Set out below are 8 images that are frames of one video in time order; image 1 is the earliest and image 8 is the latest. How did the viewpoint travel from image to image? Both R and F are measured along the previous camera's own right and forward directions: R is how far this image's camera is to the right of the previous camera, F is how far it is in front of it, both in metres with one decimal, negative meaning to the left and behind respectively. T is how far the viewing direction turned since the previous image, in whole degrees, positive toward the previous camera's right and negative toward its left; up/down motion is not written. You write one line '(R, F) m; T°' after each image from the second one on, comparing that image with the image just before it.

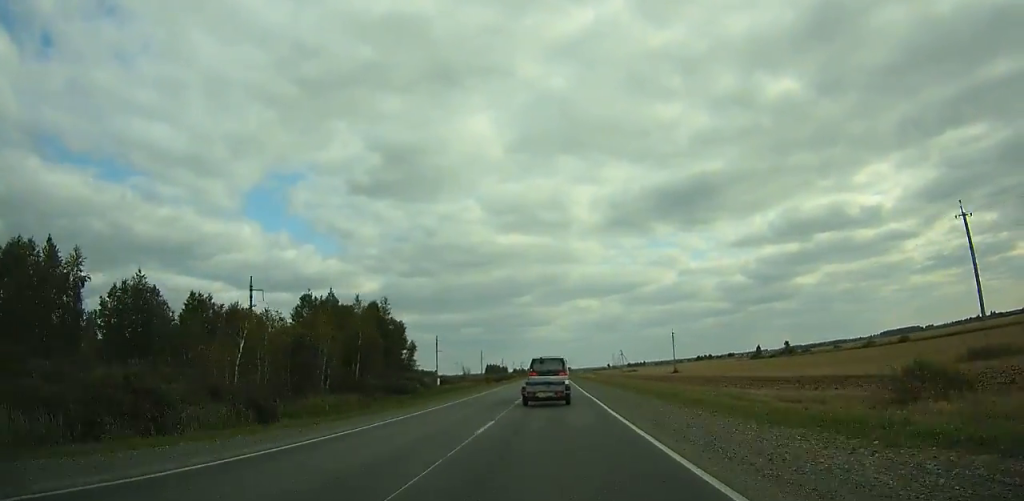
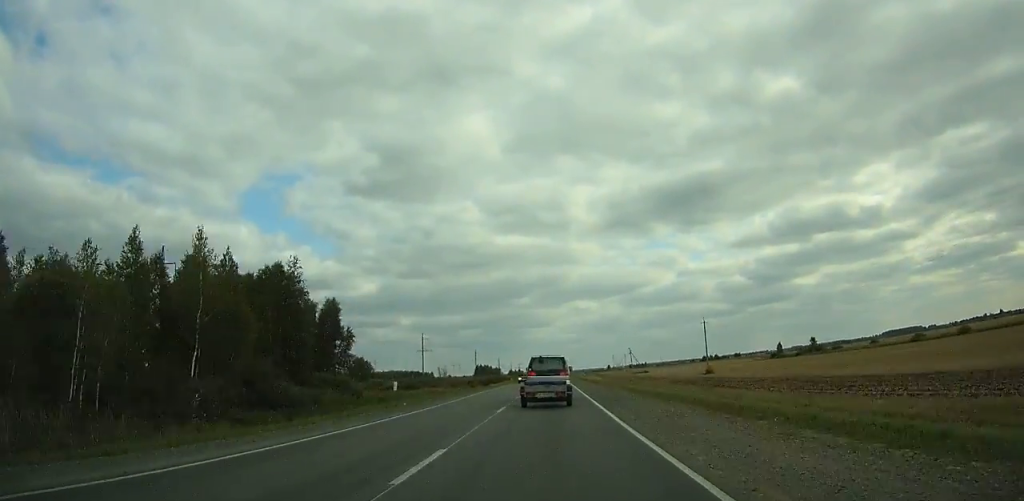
(+0.1, +29.8) m; 0°
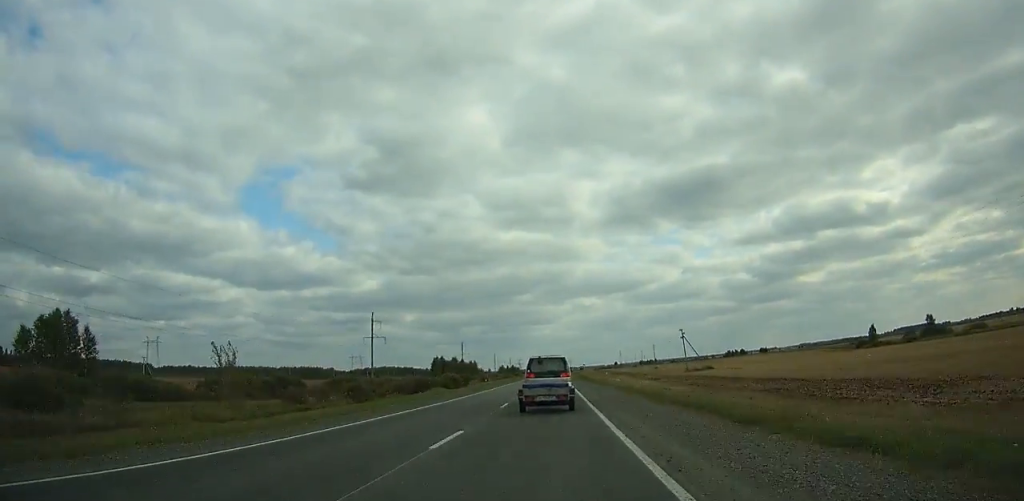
(+0.2, +81.7) m; 0°
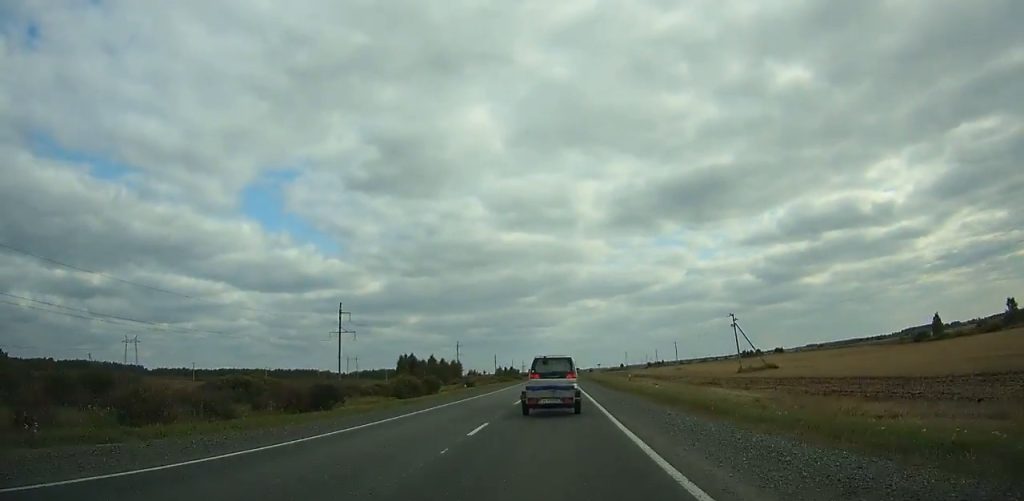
(+0.1, +33.5) m; 0°
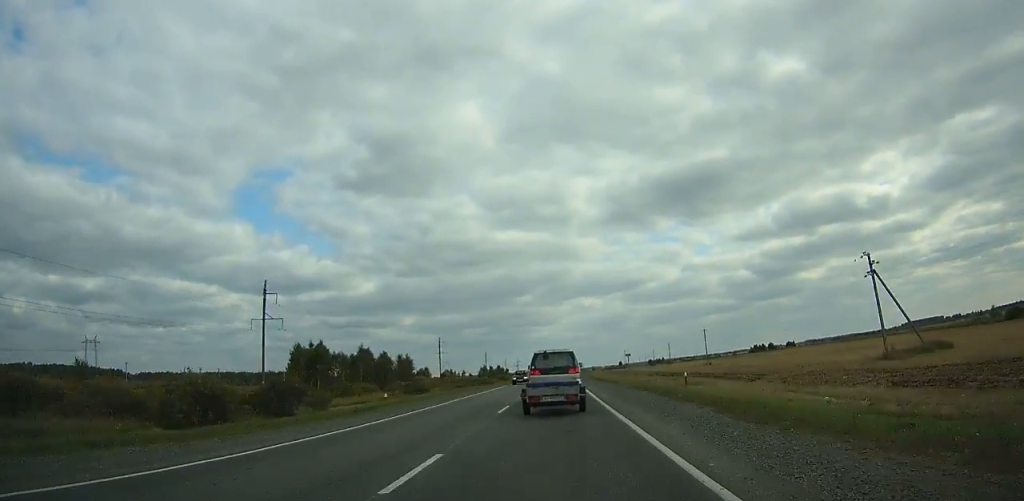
(-0.3, +41.7) m; 0°
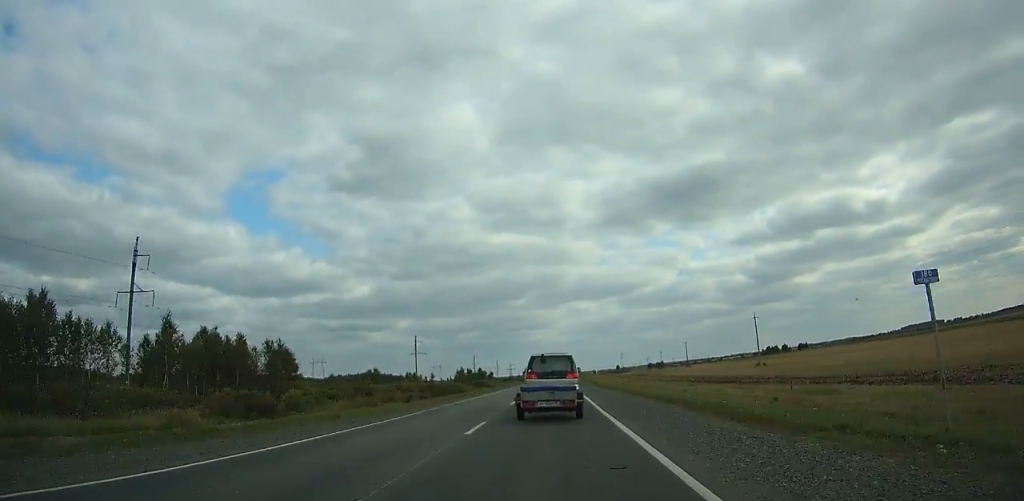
(0.0, +41.1) m; 0°
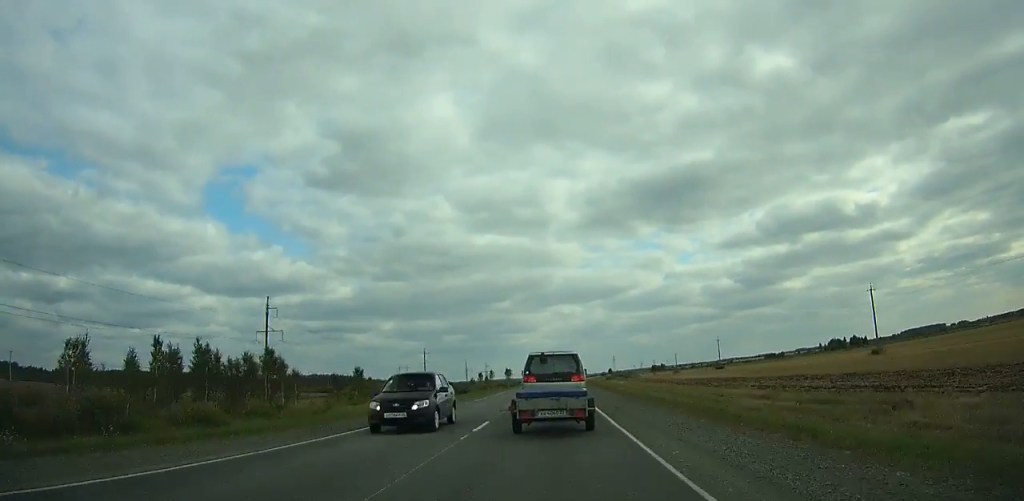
(+1.6, +131.6) m; +1°
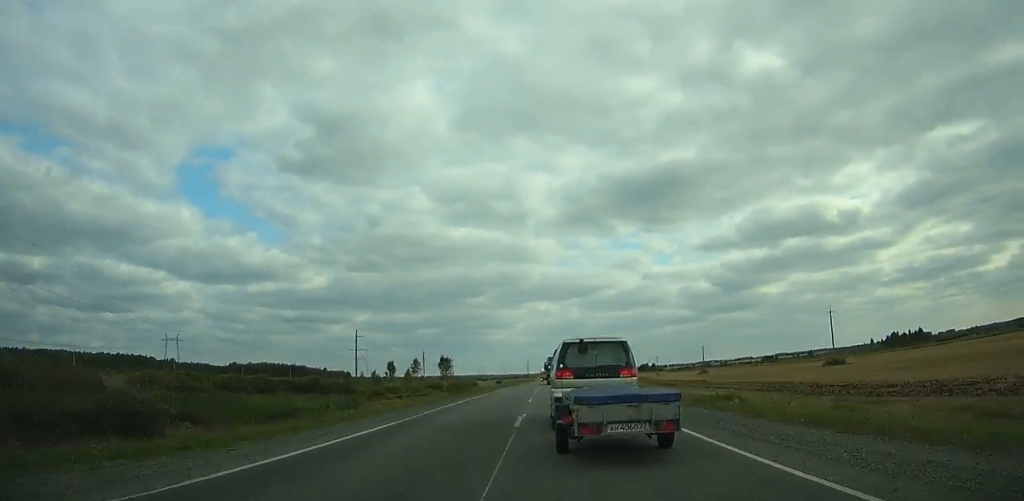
(+0.3, +81.7) m; +1°
